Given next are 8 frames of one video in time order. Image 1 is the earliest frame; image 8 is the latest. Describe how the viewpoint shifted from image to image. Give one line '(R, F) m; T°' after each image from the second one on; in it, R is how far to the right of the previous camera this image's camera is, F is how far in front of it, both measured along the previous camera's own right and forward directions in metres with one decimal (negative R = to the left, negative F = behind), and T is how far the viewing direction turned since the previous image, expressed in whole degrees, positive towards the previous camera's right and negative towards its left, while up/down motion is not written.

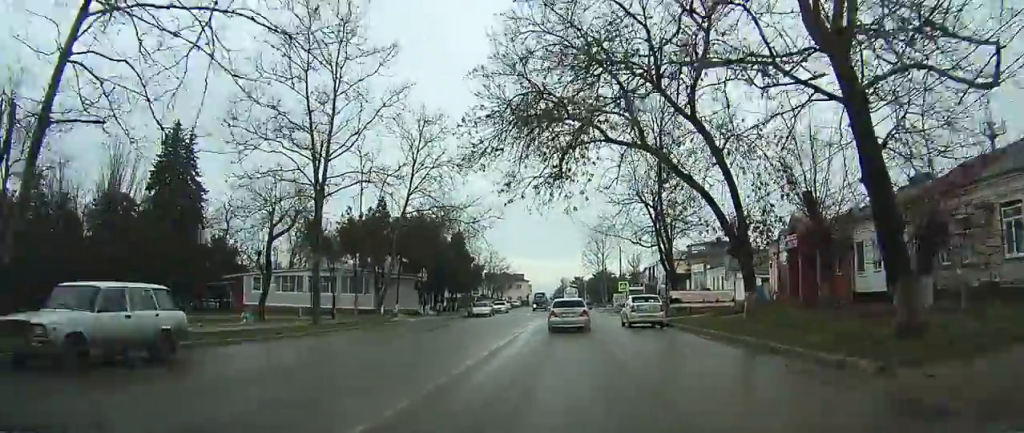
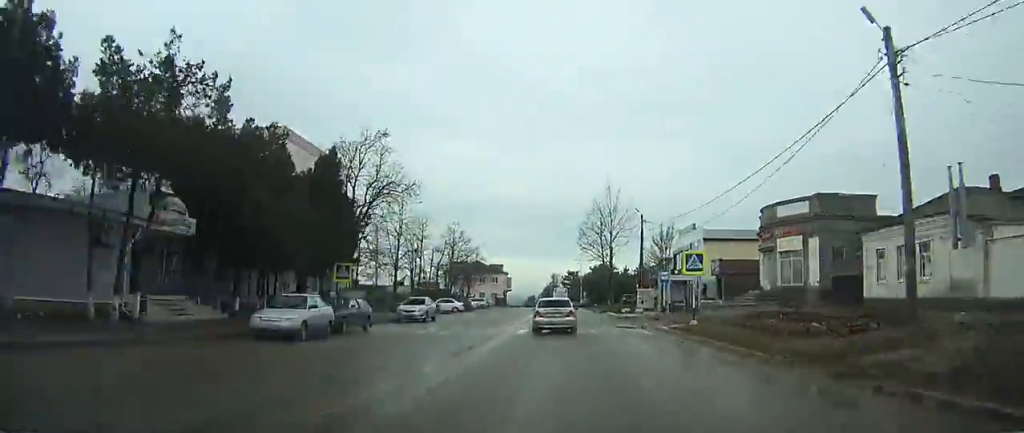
(+0.5, +37.1) m; +1°
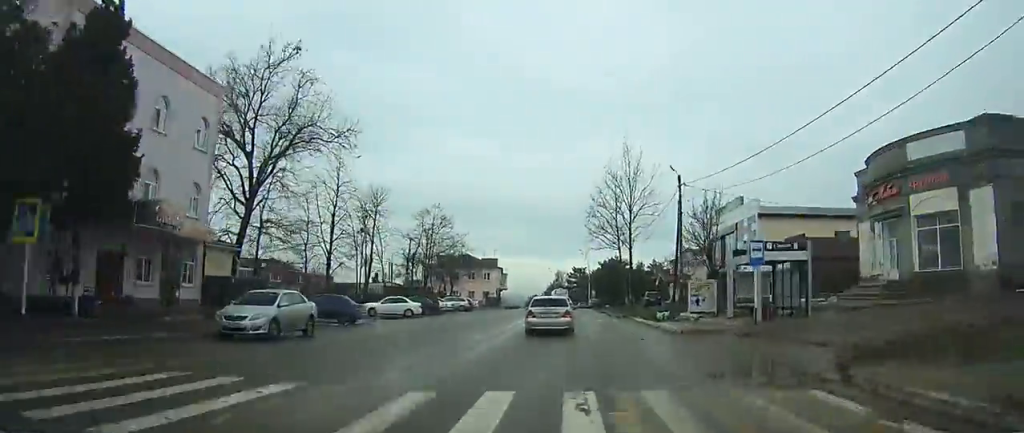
(-0.1, +19.0) m; 0°
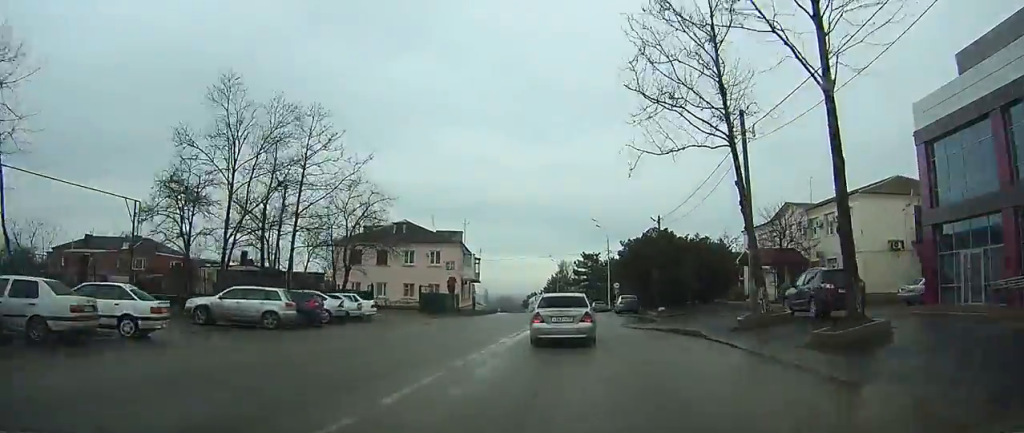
(+0.1, +43.1) m; +1°
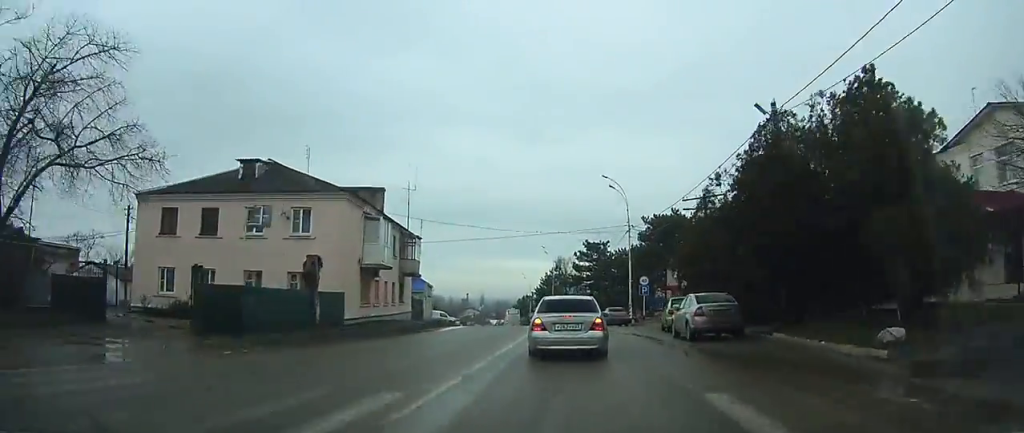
(+0.2, +28.9) m; -1°
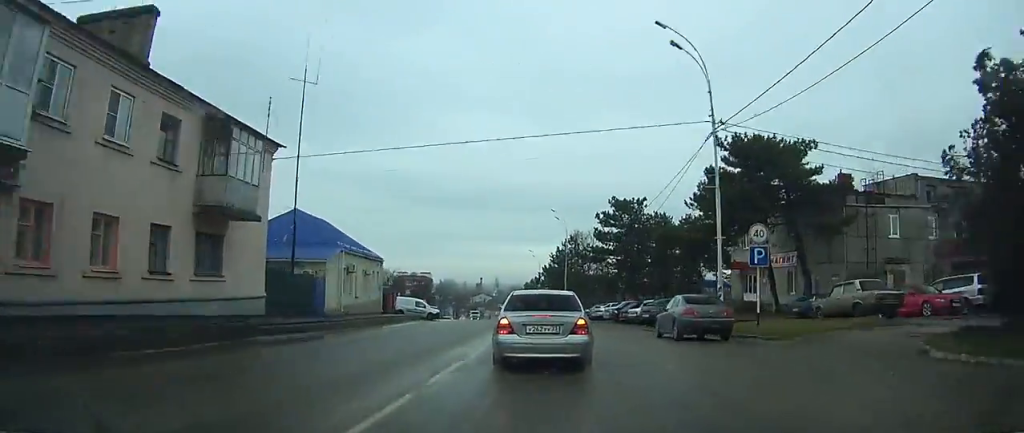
(-0.4, +25.5) m; -2°
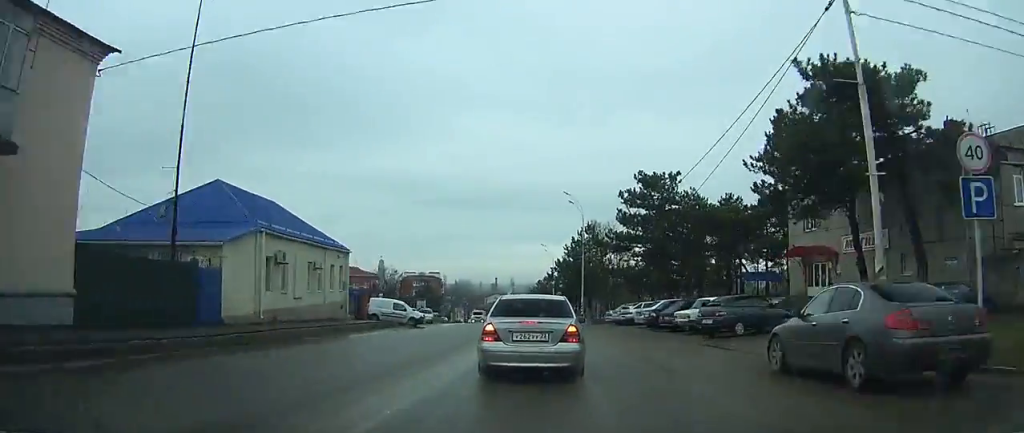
(-0.1, +11.6) m; -1°
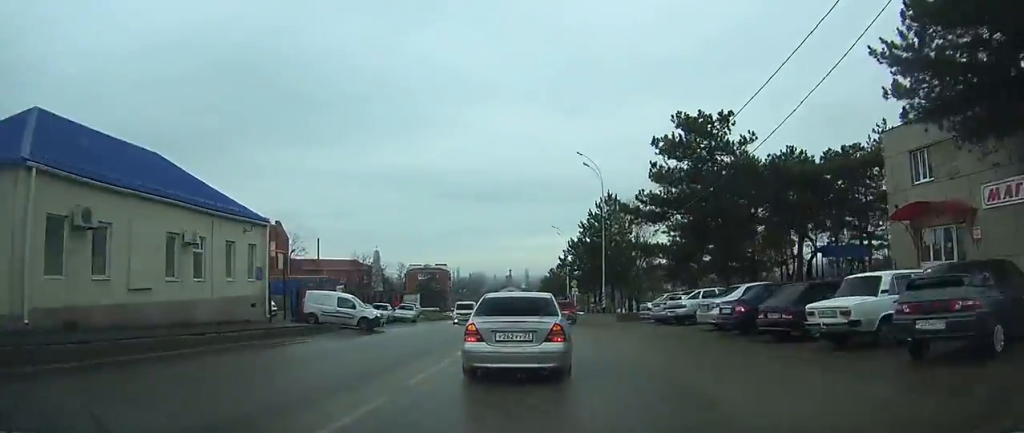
(0.0, +13.5) m; -1°
